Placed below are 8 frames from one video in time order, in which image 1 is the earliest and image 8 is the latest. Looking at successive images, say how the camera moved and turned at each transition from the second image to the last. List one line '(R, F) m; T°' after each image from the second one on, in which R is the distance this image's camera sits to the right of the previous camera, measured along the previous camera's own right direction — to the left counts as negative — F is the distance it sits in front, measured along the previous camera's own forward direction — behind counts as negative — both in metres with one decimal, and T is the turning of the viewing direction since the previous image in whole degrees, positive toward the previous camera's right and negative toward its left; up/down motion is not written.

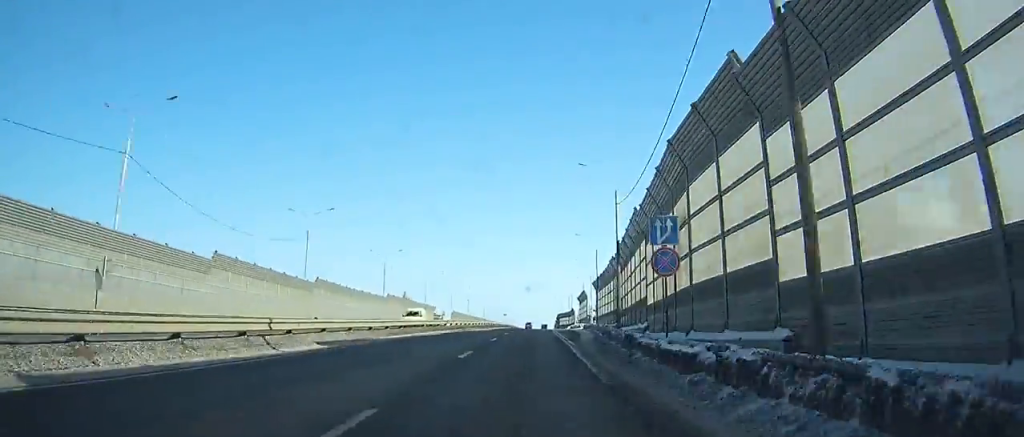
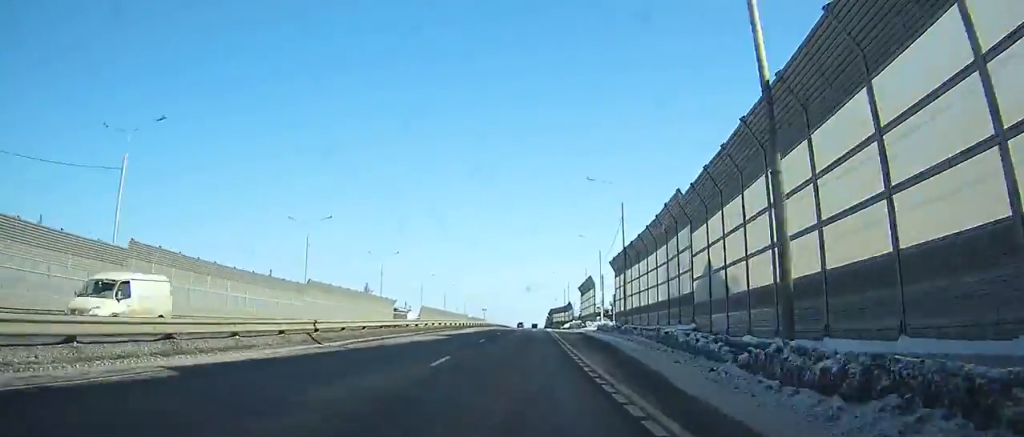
(+0.6, +27.0) m; +1°
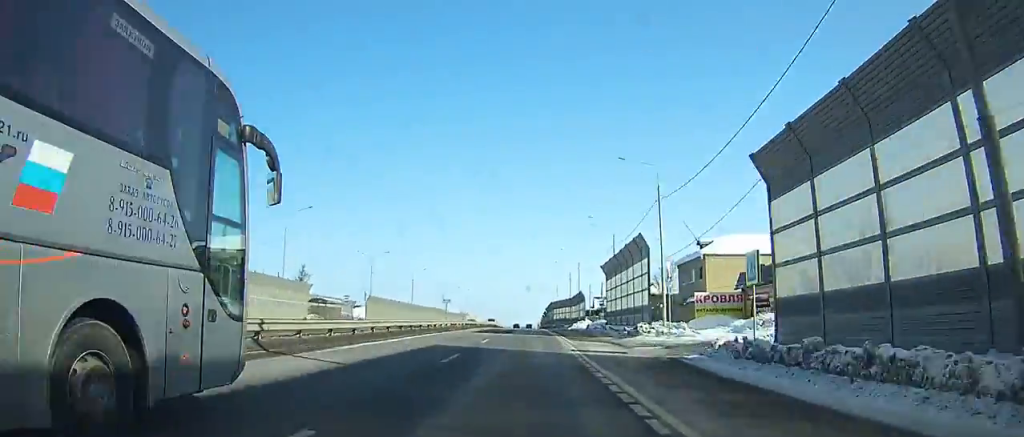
(+0.4, +33.4) m; +1°
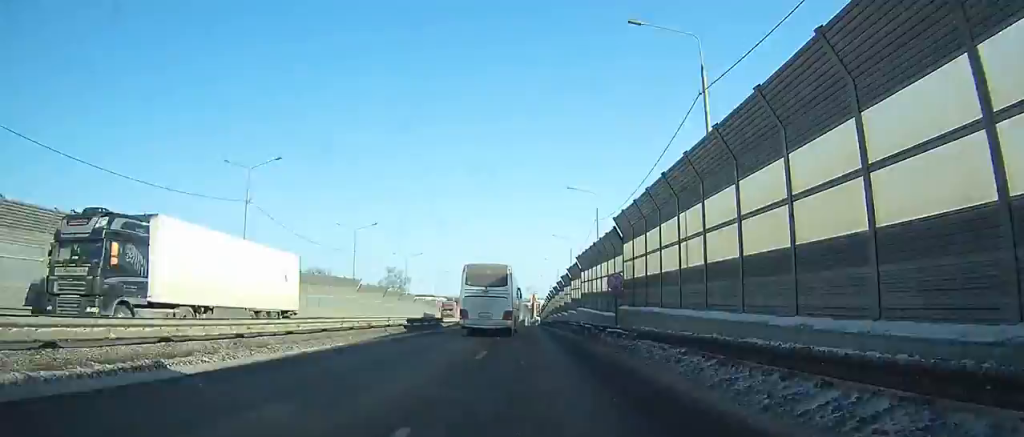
(+1.0, +166.9) m; +1°
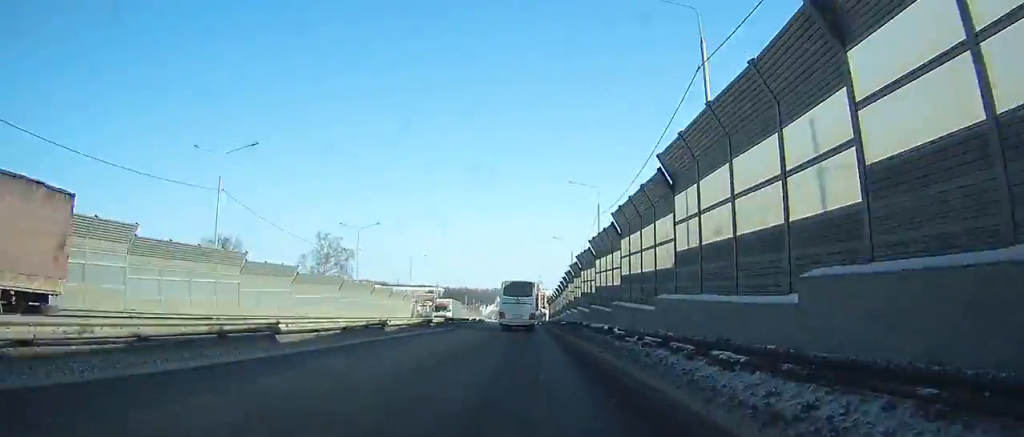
(+0.1, +60.1) m; 0°
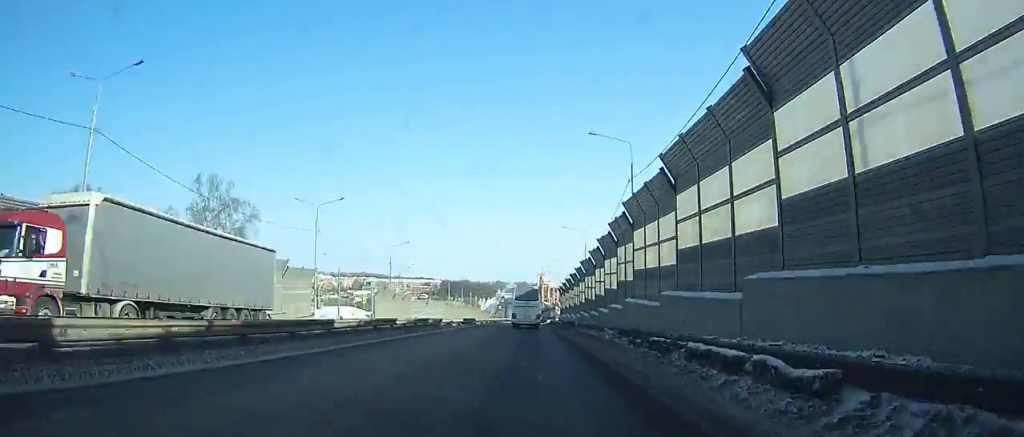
(0.0, +45.0) m; 0°
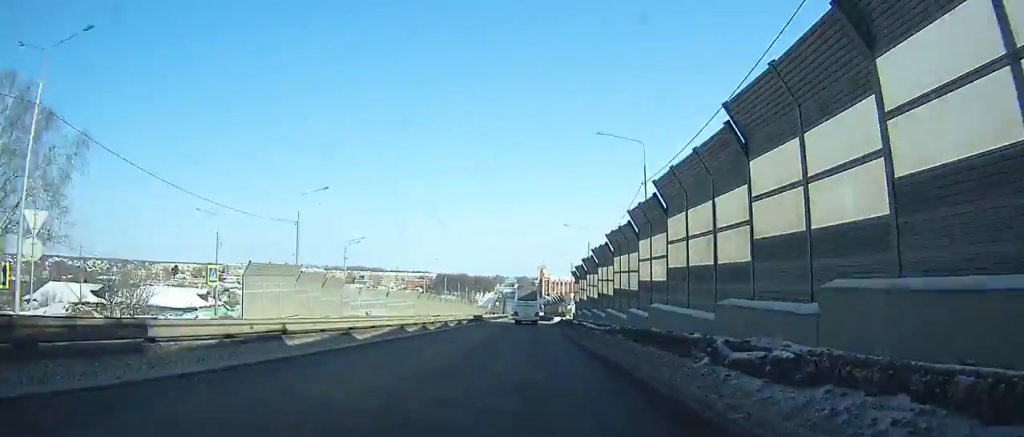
(+0.1, +34.2) m; 0°
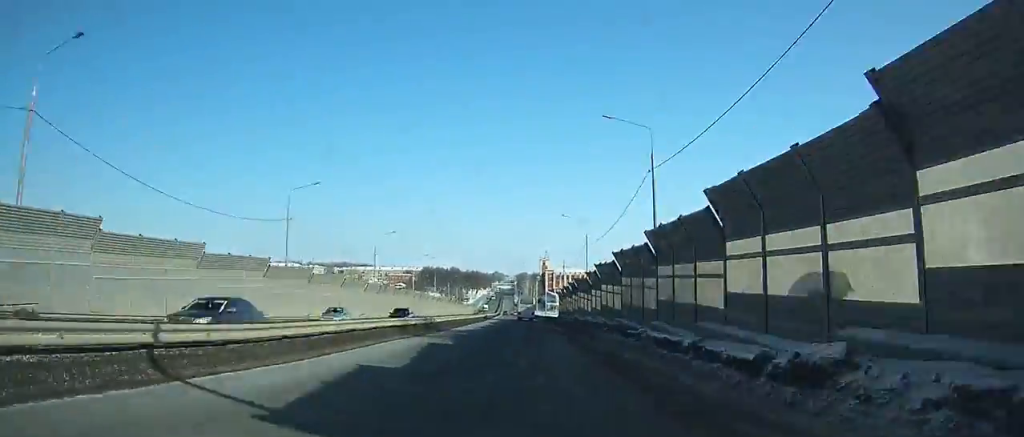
(-0.5, +90.3) m; 0°
